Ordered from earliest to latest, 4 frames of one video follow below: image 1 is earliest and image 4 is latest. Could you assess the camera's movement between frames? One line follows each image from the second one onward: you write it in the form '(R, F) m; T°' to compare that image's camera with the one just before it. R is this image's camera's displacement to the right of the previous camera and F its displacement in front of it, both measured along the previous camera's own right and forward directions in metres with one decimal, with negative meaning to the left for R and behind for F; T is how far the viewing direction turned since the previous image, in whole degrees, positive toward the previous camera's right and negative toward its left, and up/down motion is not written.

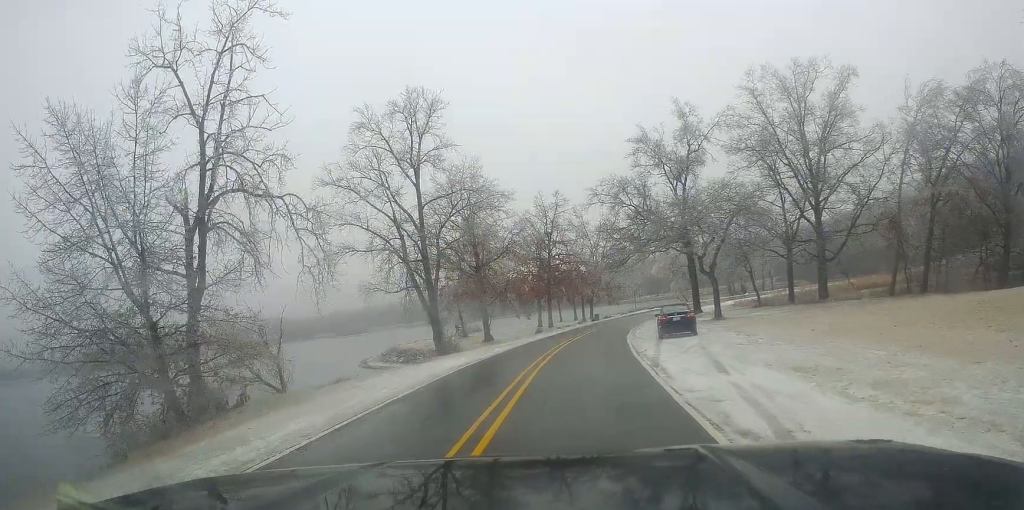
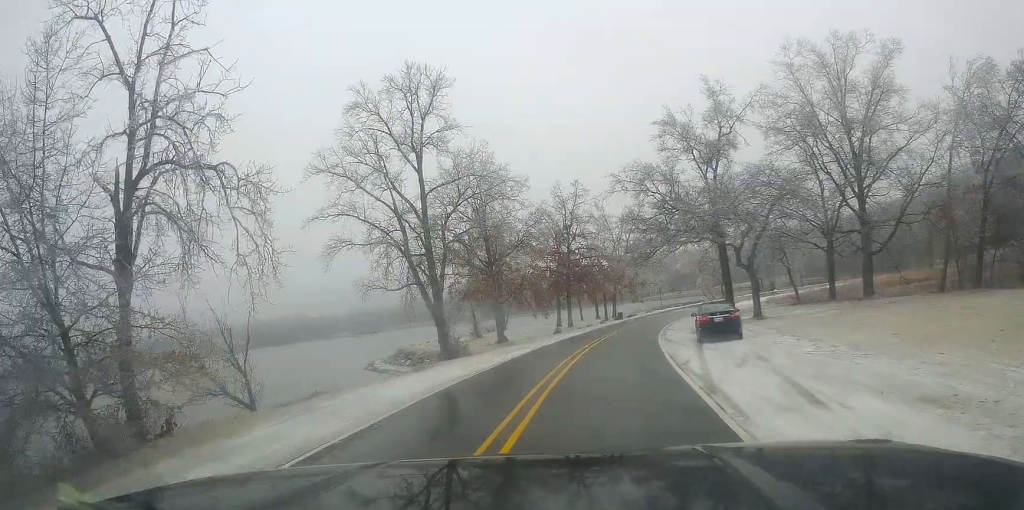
(+0.1, +4.8) m; -1°
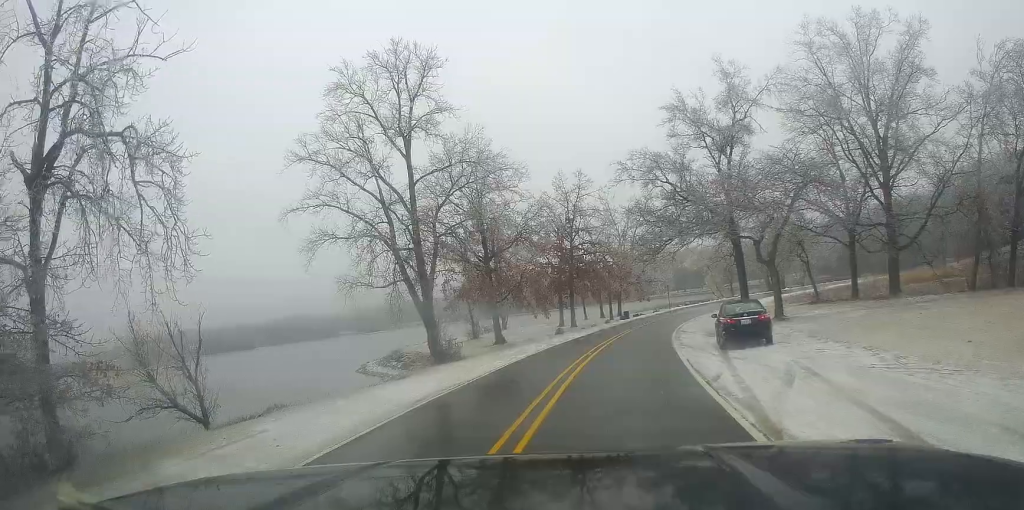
(-0.3, +3.8) m; -2°
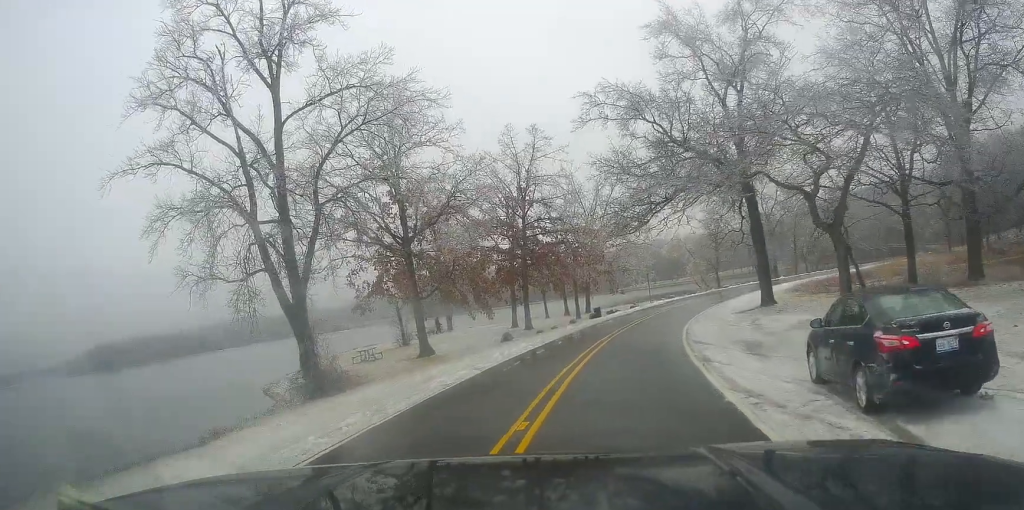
(+0.5, +14.0) m; +5°
